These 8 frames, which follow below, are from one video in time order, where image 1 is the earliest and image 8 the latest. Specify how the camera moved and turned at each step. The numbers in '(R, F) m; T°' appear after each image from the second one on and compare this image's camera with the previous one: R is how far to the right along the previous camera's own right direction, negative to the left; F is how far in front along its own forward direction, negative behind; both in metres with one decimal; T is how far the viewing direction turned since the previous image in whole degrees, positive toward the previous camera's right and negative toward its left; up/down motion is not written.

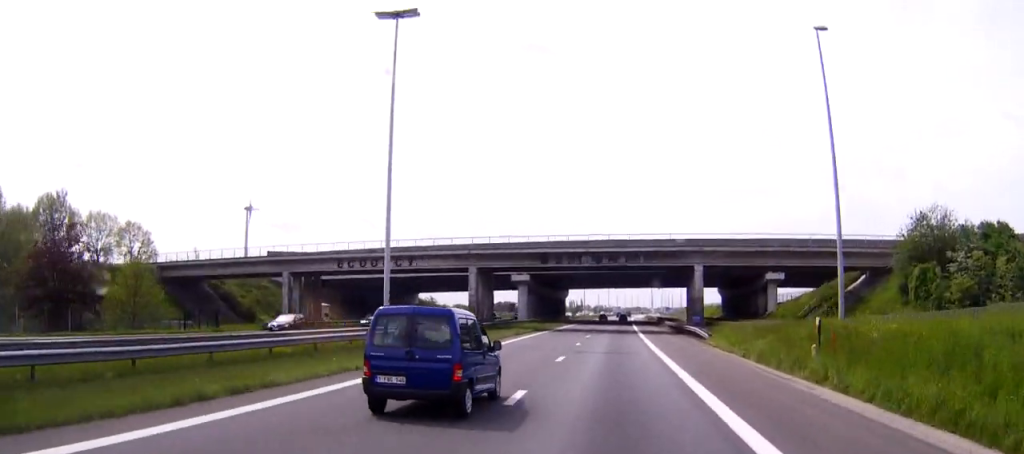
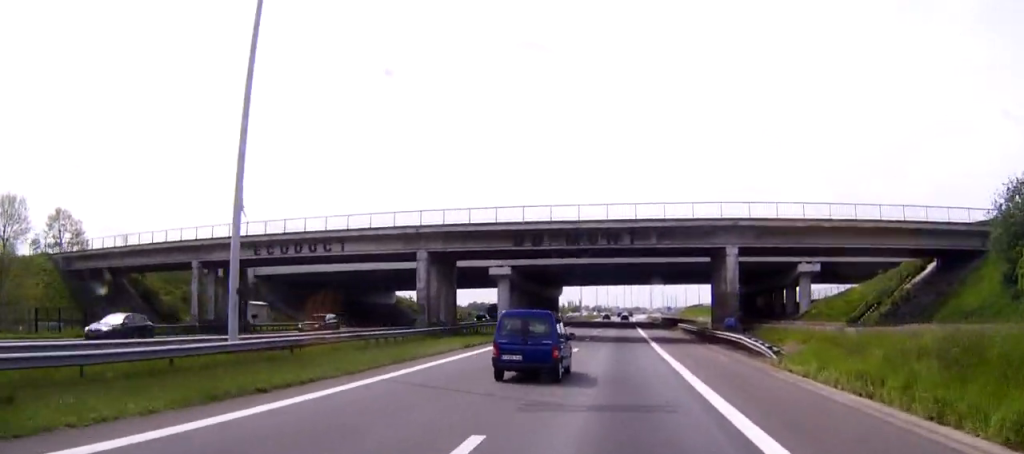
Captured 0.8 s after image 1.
(+1.4, +17.6) m; +1°
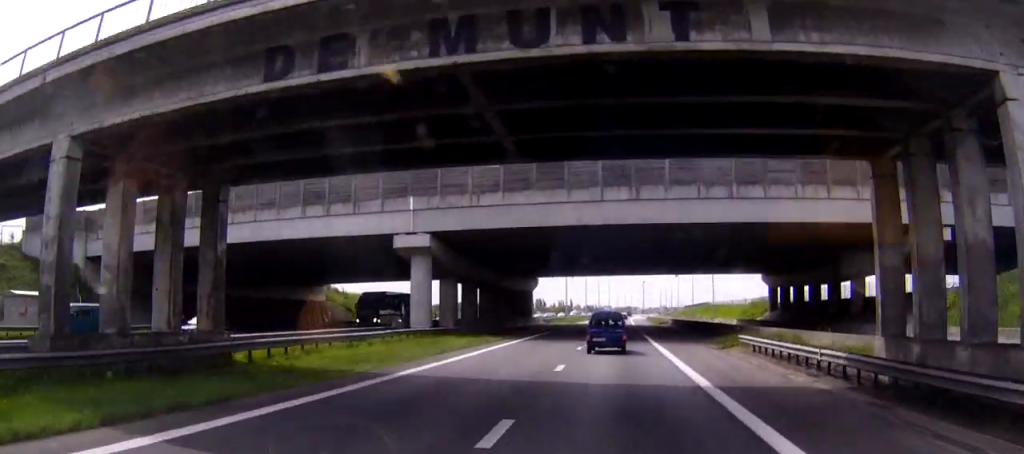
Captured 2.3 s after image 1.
(-1.2, +35.2) m; -3°
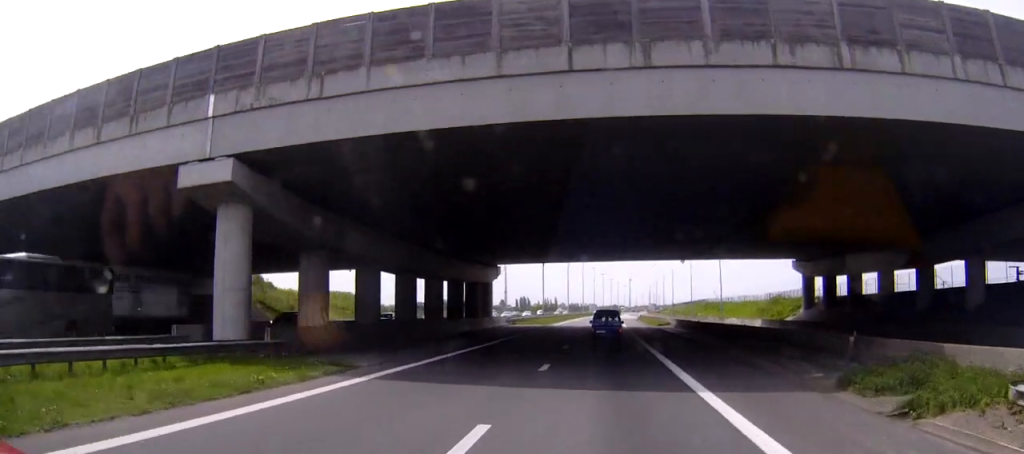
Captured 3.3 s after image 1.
(+0.1, +25.2) m; +1°
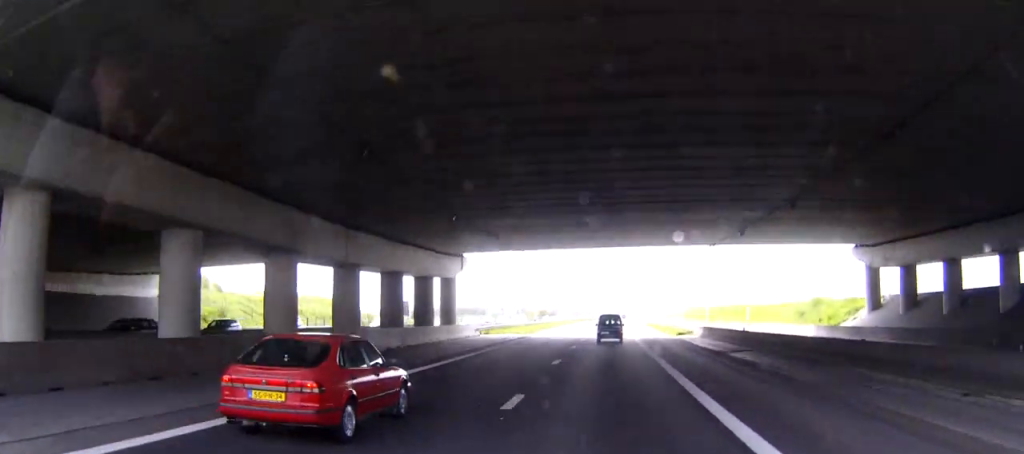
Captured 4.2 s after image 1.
(+0.1, +19.8) m; +1°
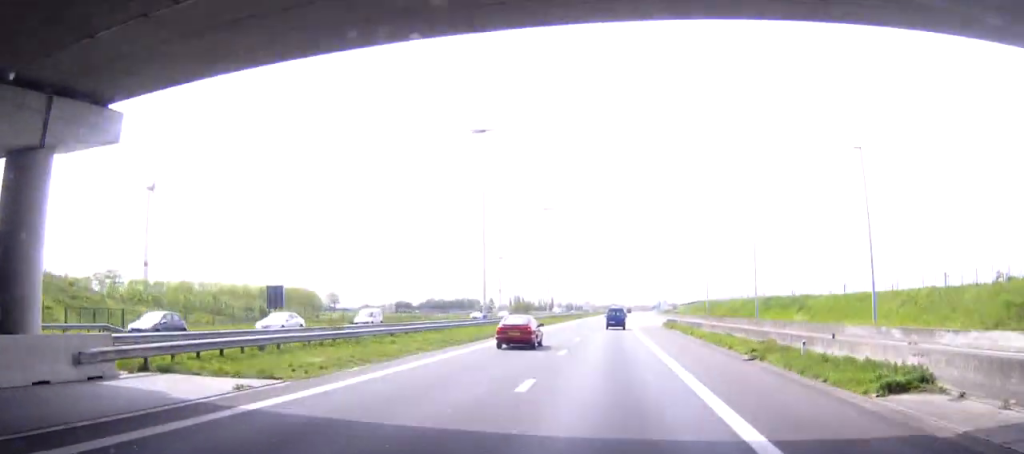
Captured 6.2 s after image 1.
(+0.6, +47.9) m; +1°
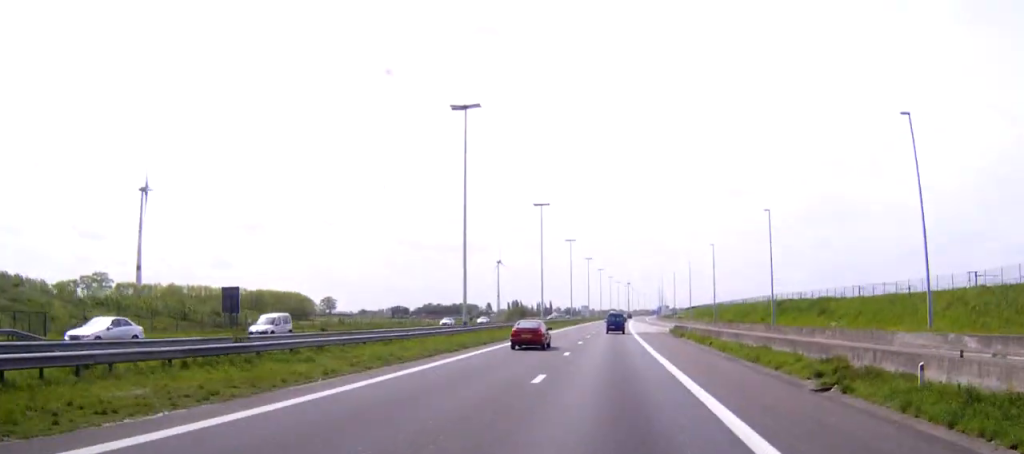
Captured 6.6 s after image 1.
(0.0, +9.4) m; 0°
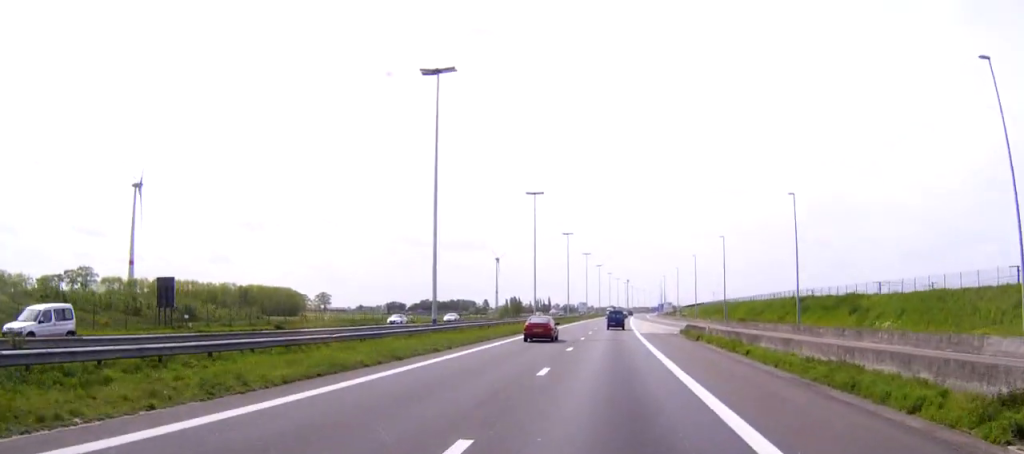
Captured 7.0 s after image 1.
(0.0, +11.0) m; 0°
